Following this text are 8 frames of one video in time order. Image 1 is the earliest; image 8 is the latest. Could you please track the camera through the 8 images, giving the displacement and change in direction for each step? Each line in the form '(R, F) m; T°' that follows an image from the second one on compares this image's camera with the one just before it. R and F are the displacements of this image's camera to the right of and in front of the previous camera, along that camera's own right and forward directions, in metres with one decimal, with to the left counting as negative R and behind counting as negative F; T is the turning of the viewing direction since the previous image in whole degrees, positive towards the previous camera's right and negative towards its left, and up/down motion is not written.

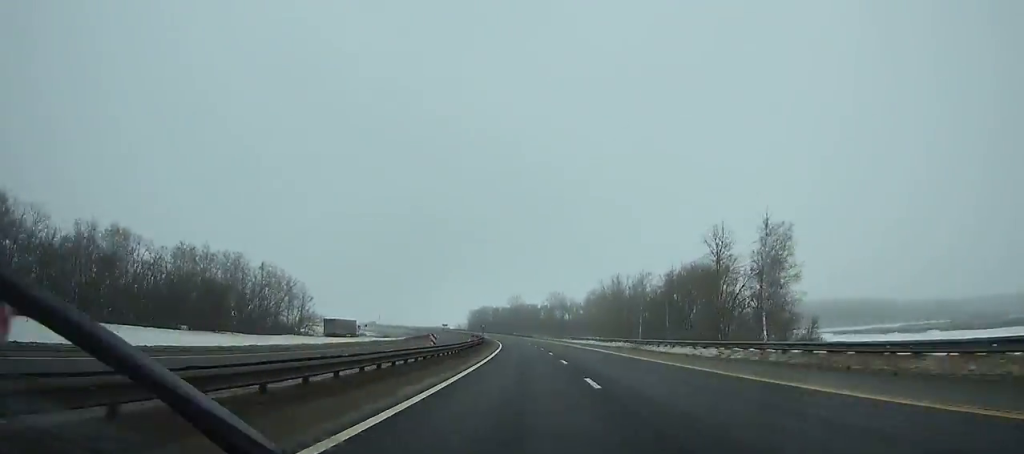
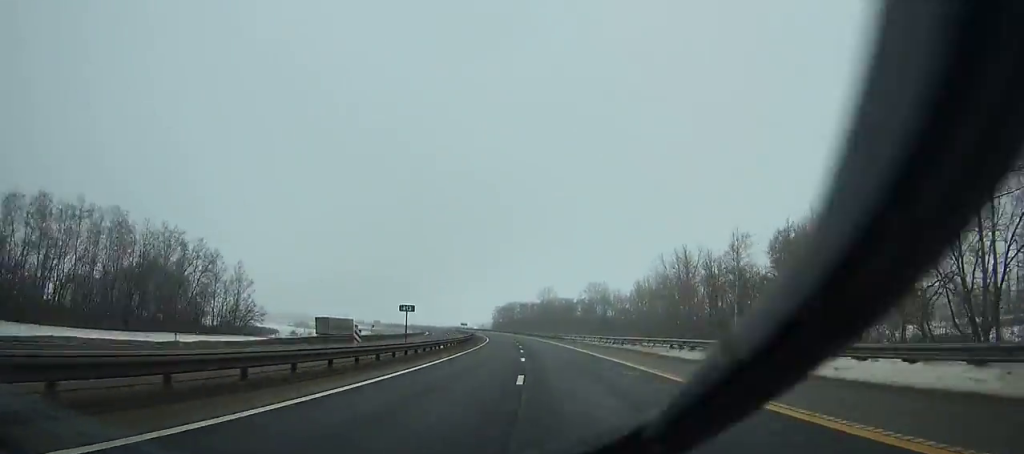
(-0.2, +58.3) m; -3°
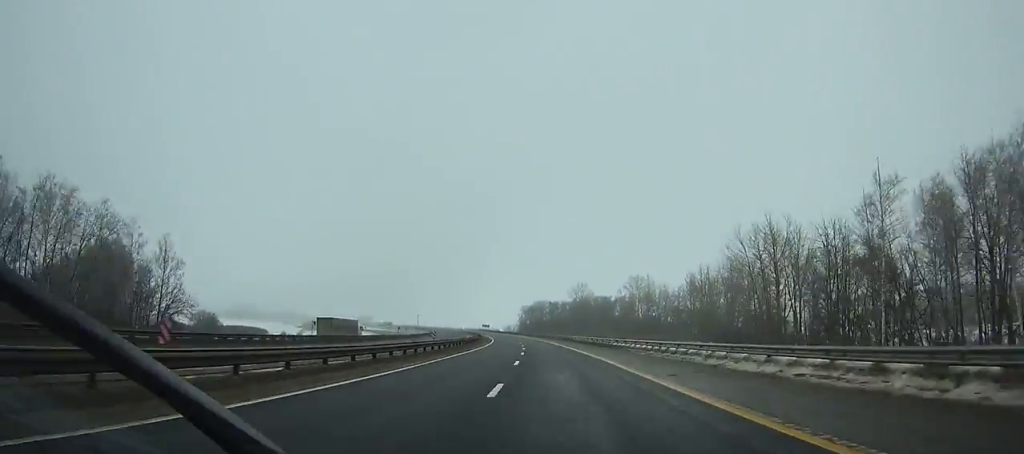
(-2.0, +39.9) m; -3°
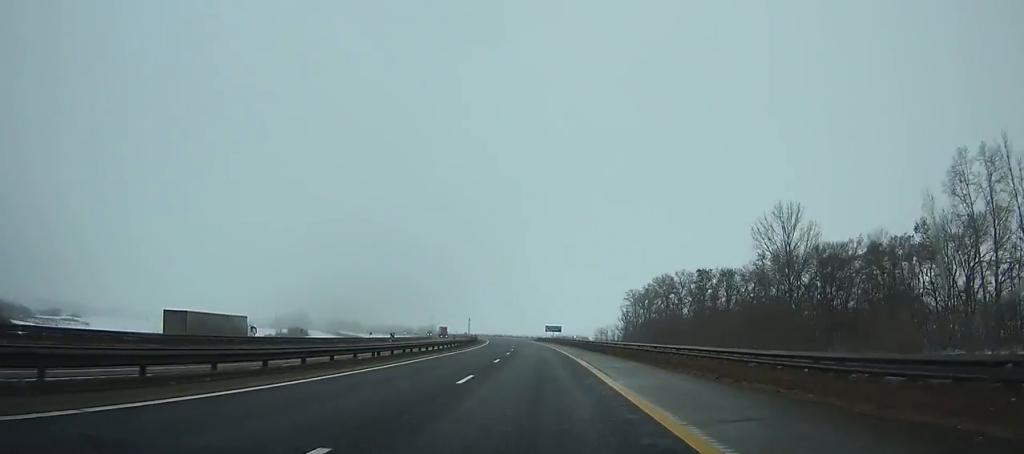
(-12.3, +152.2) m; -10°
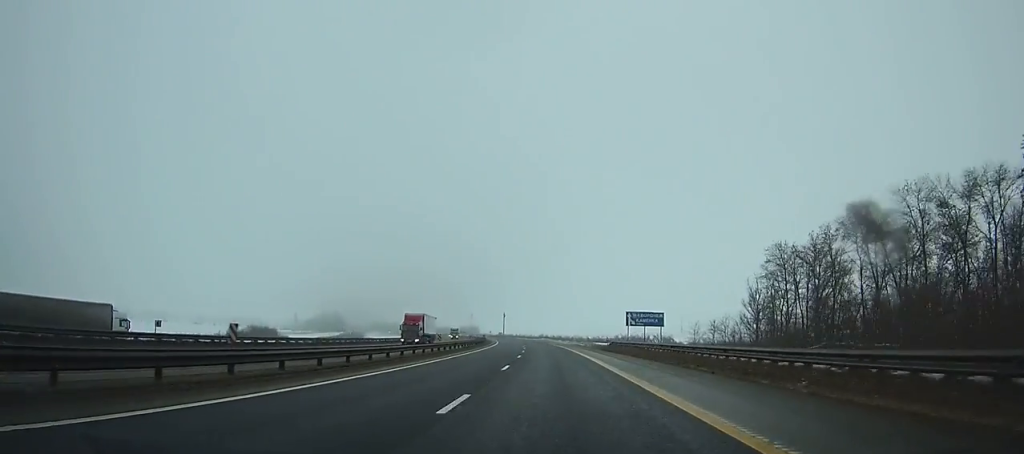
(-3.5, +78.5) m; -5°
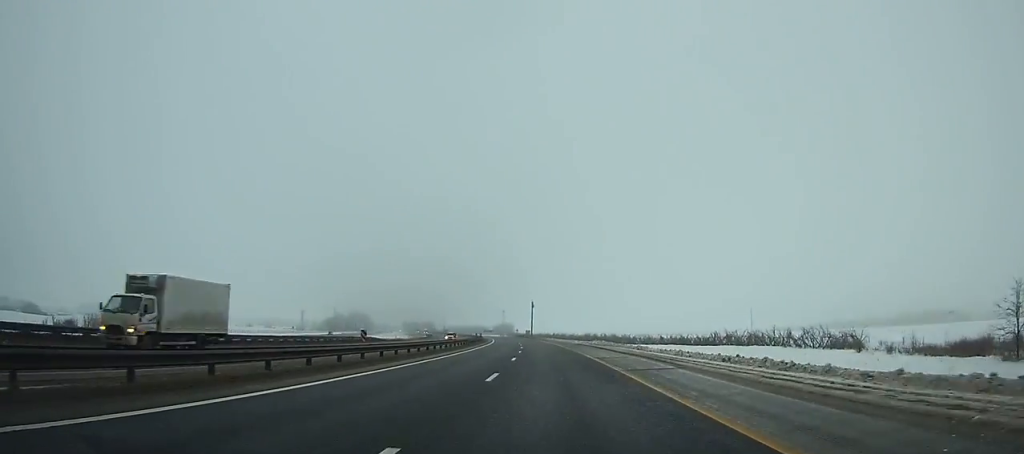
(-3.5, +77.4) m; -4°
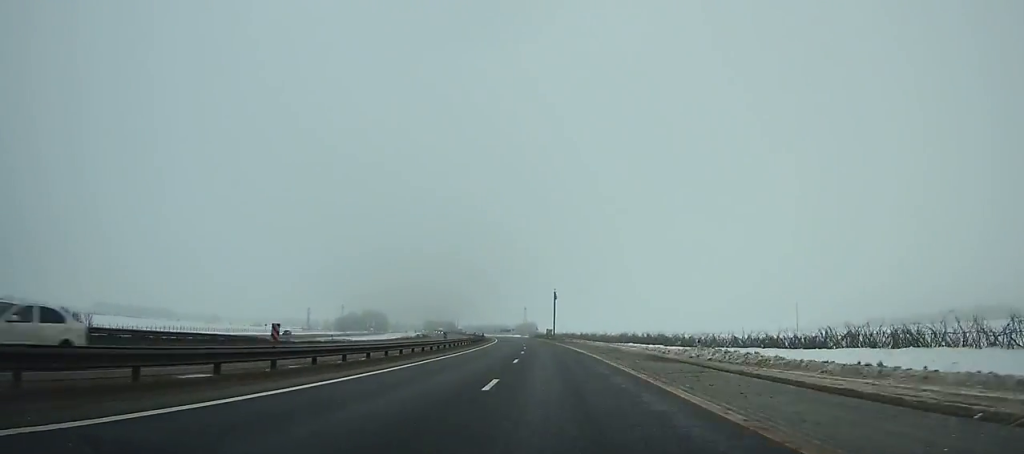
(-0.8, +38.4) m; -2°
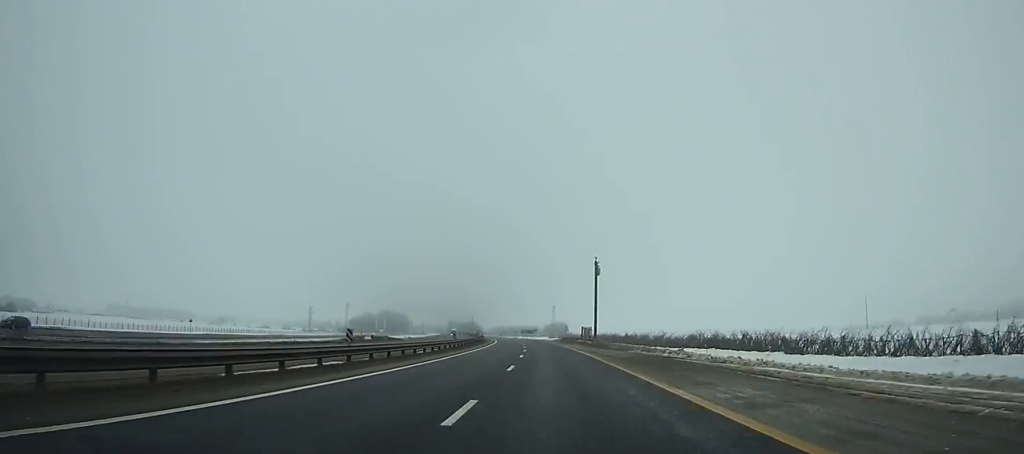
(-1.1, +52.9) m; -3°
